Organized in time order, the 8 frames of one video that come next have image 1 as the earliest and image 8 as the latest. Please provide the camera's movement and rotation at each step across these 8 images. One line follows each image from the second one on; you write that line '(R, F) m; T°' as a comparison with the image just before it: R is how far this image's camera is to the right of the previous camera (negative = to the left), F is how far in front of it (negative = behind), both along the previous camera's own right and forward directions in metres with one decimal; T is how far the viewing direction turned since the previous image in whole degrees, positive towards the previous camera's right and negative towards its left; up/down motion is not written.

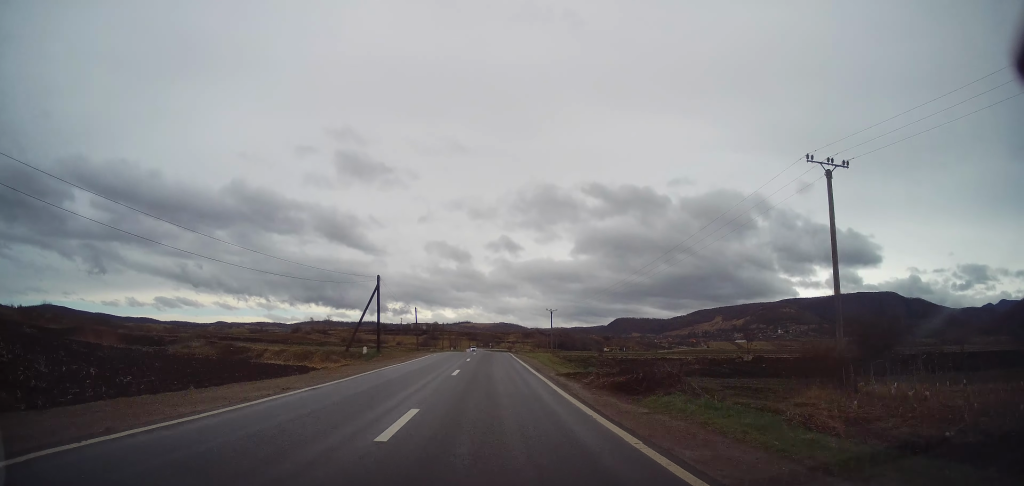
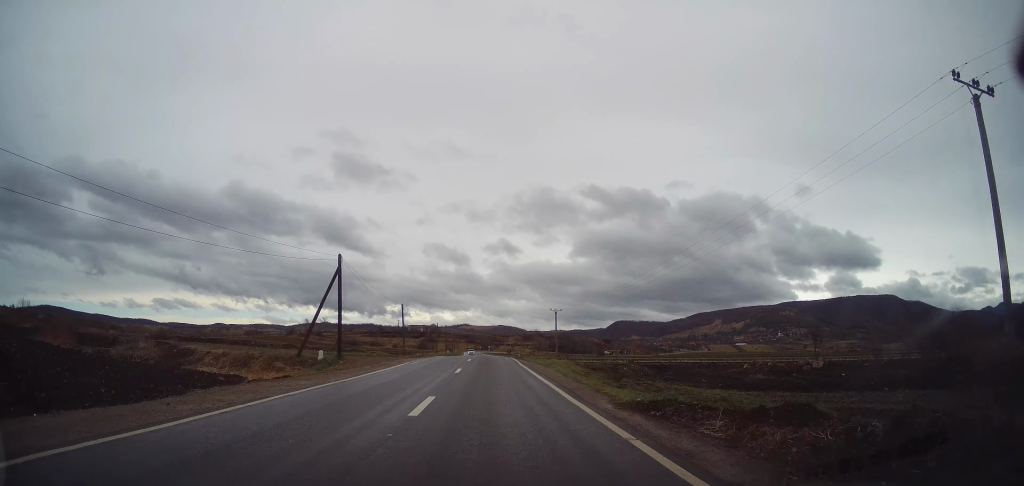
(0.0, +9.8) m; 0°
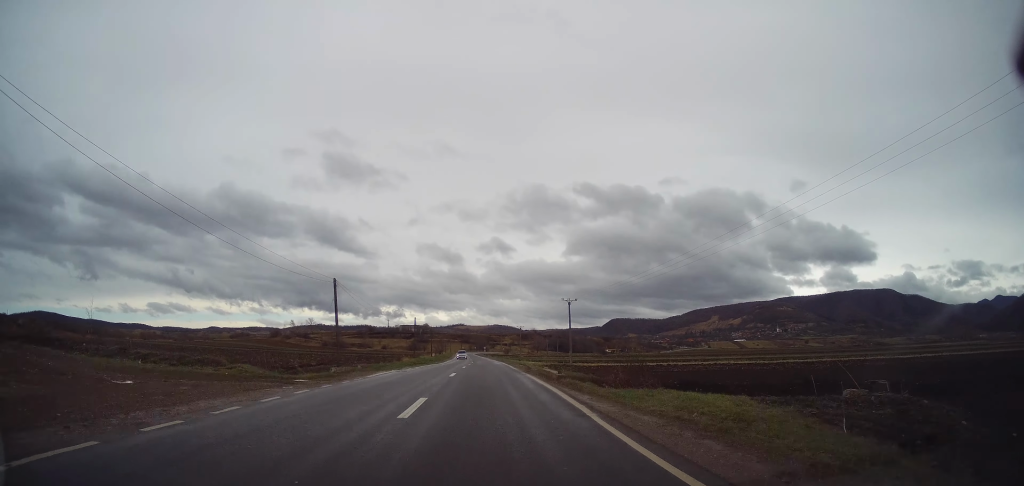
(+0.4, +24.1) m; +1°
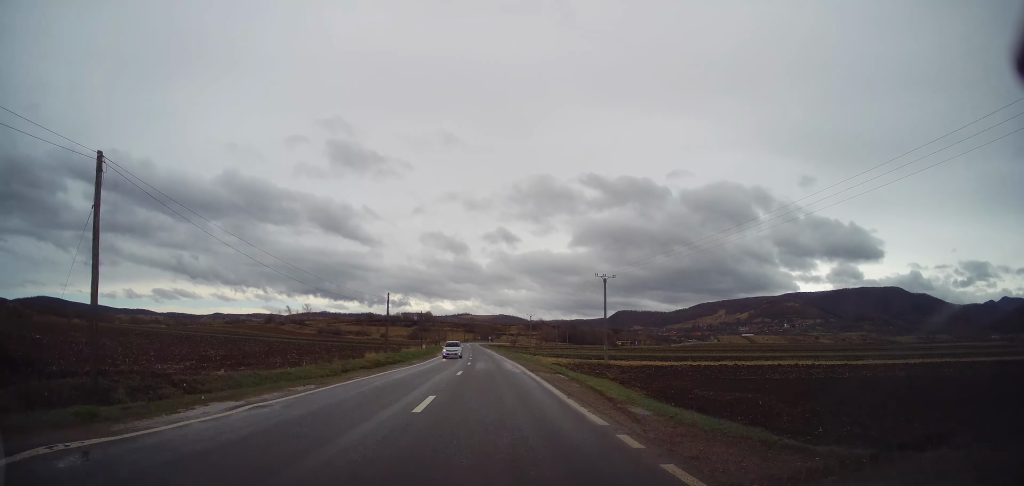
(-0.1, +22.8) m; 0°
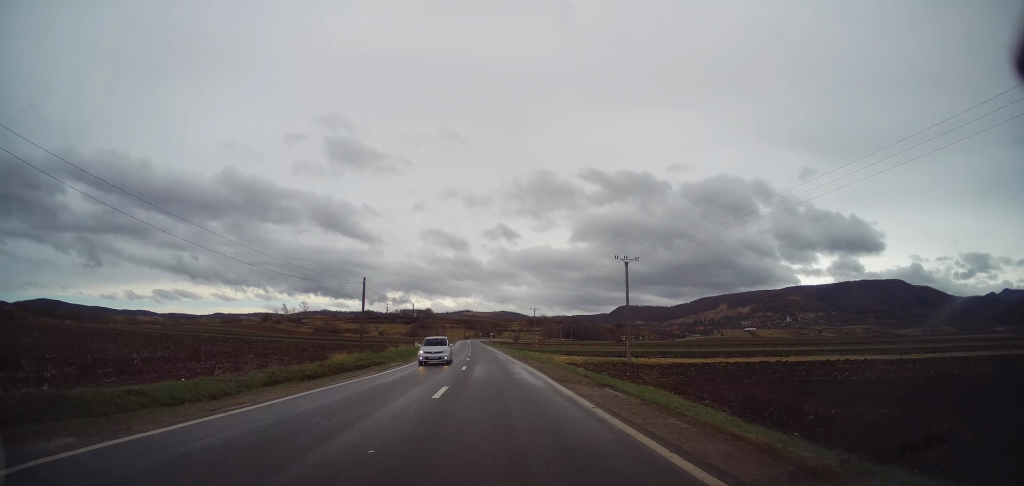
(0.0, +9.9) m; 0°
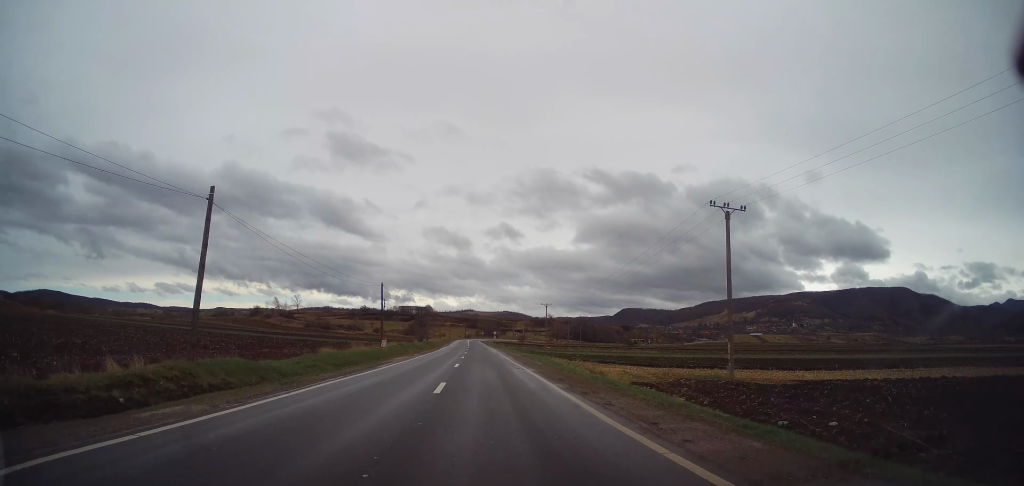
(0.0, +22.8) m; 0°
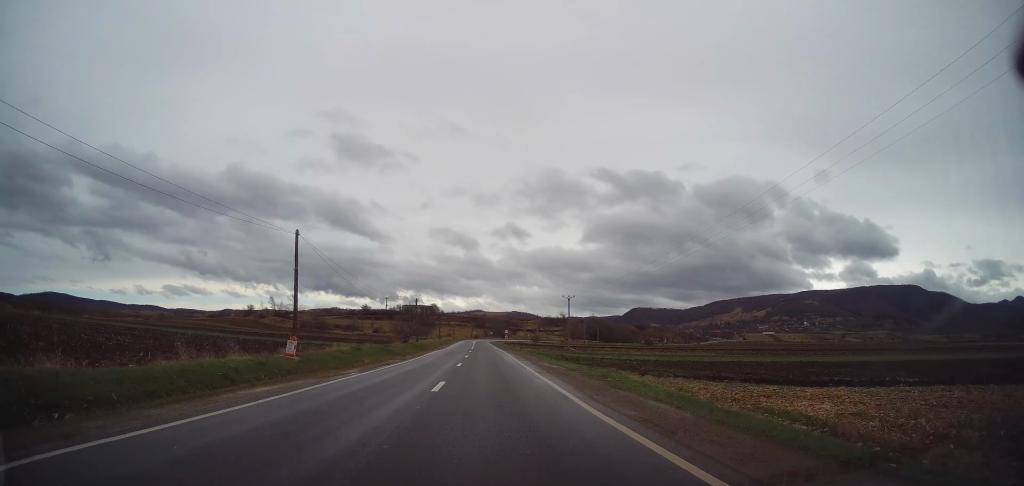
(+0.1, +23.5) m; -1°
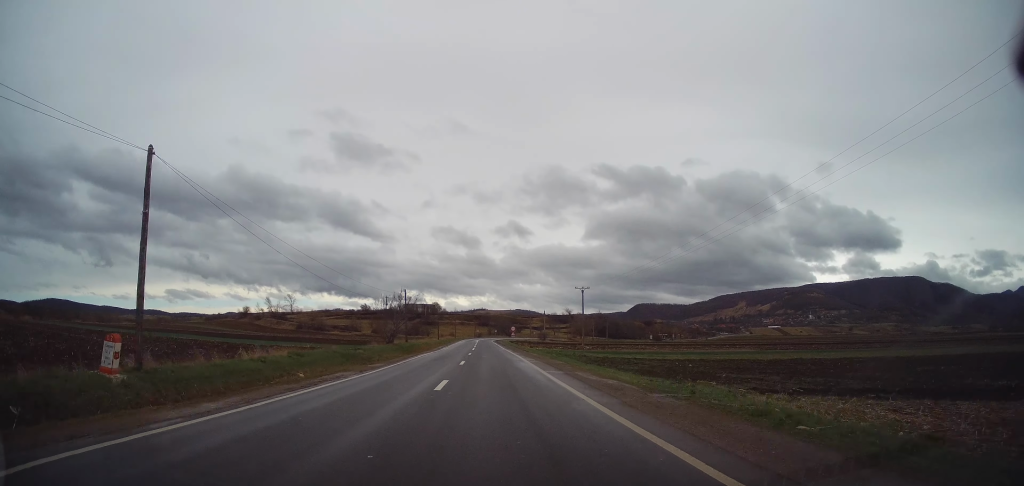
(-0.1, +12.1) m; -1°
